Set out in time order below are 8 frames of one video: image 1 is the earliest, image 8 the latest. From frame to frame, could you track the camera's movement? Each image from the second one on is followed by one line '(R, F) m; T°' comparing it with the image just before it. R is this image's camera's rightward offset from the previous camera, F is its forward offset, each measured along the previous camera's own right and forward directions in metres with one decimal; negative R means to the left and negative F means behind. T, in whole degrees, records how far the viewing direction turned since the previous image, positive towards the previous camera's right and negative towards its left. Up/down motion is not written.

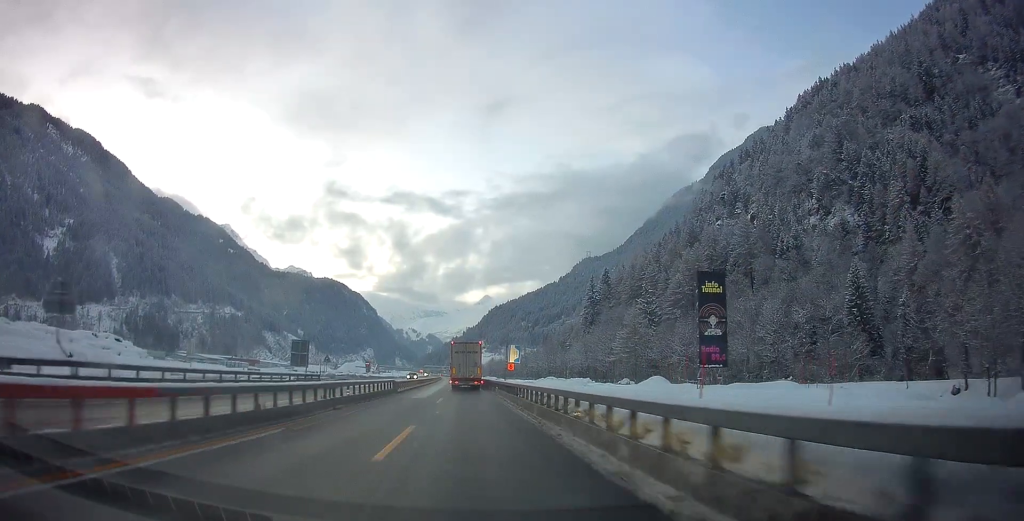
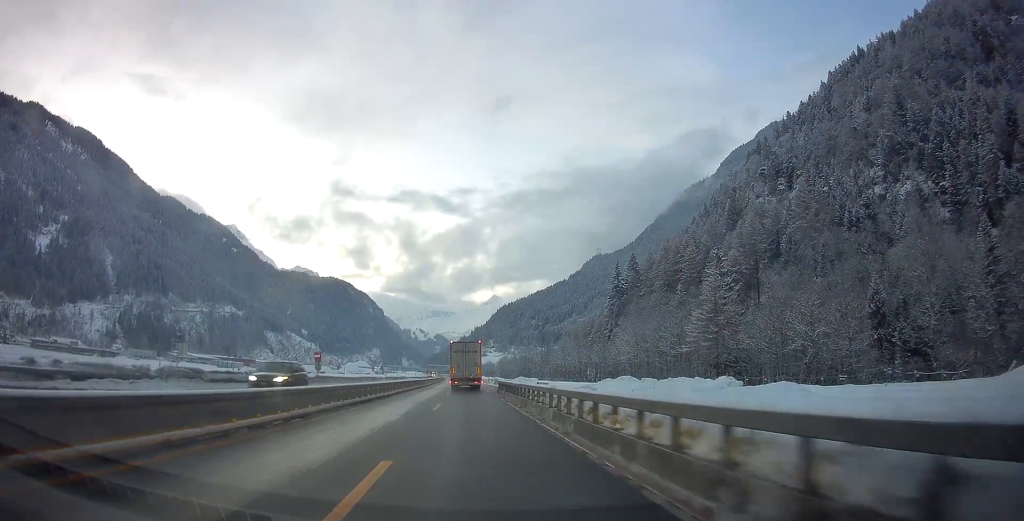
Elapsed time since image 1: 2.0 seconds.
(-0.1, +43.4) m; 0°
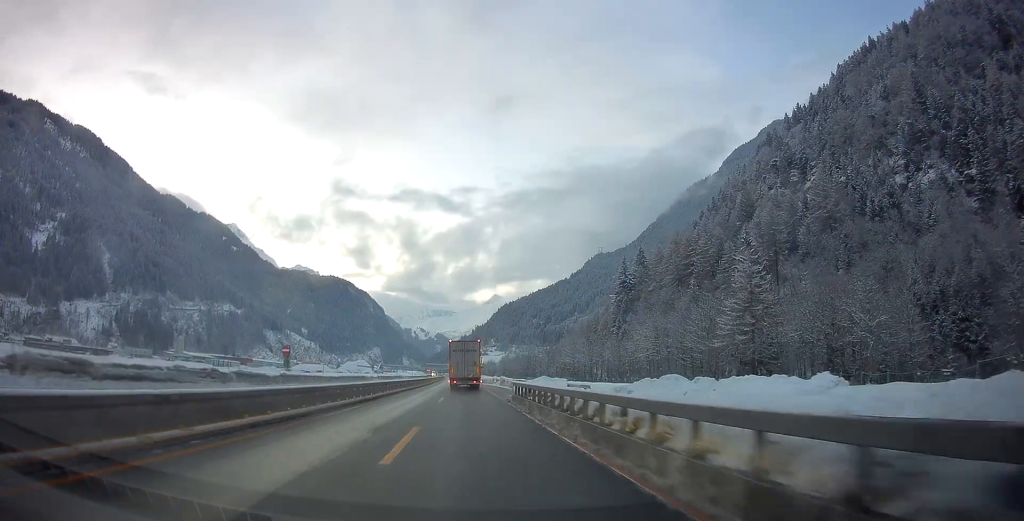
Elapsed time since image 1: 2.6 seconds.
(0.0, +13.1) m; -1°
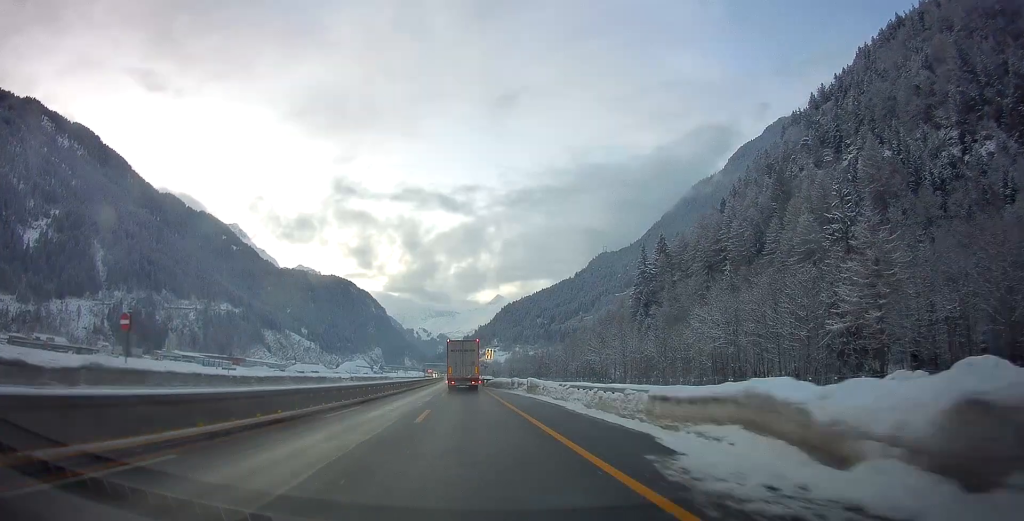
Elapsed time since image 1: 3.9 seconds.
(-0.5, +29.4) m; -1°
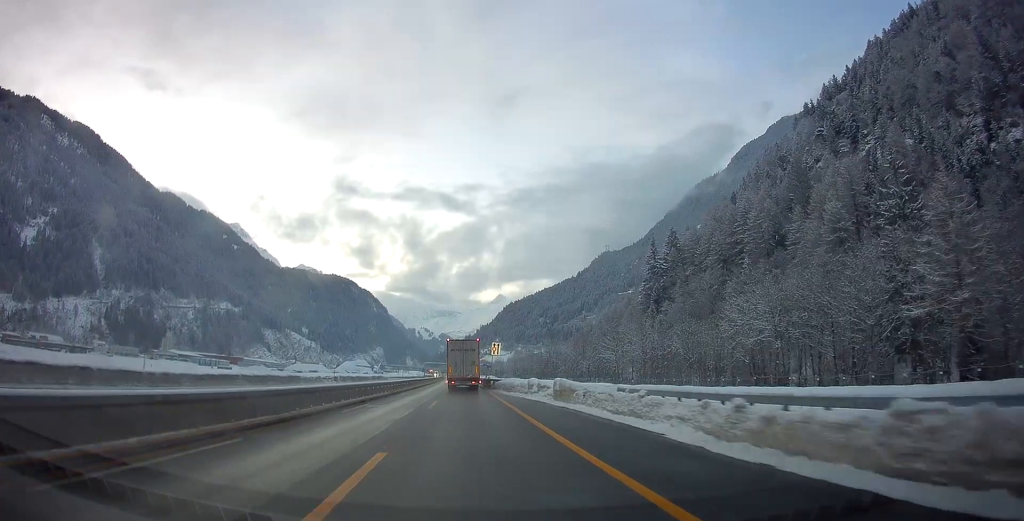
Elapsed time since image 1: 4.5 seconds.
(+0.2, +11.9) m; 0°
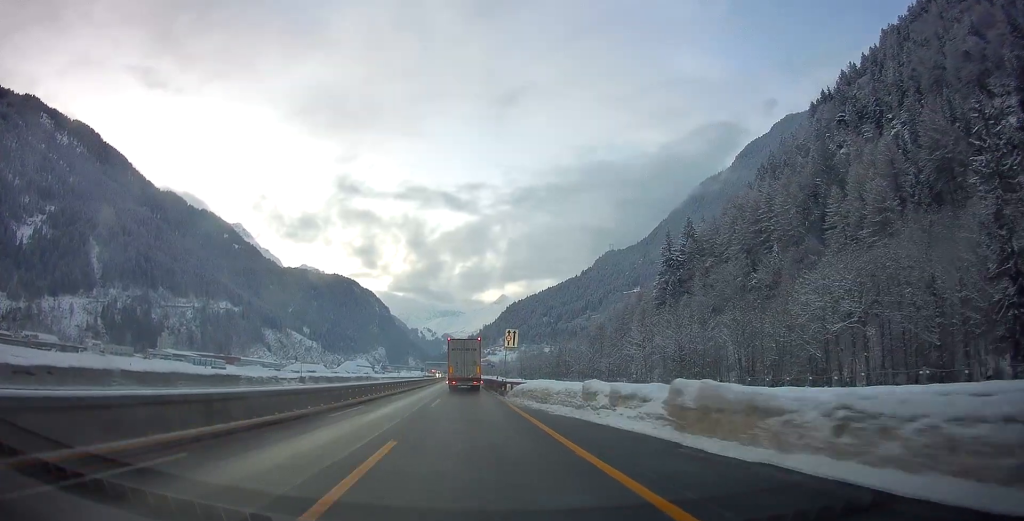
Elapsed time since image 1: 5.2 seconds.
(+0.1, +17.1) m; 0°
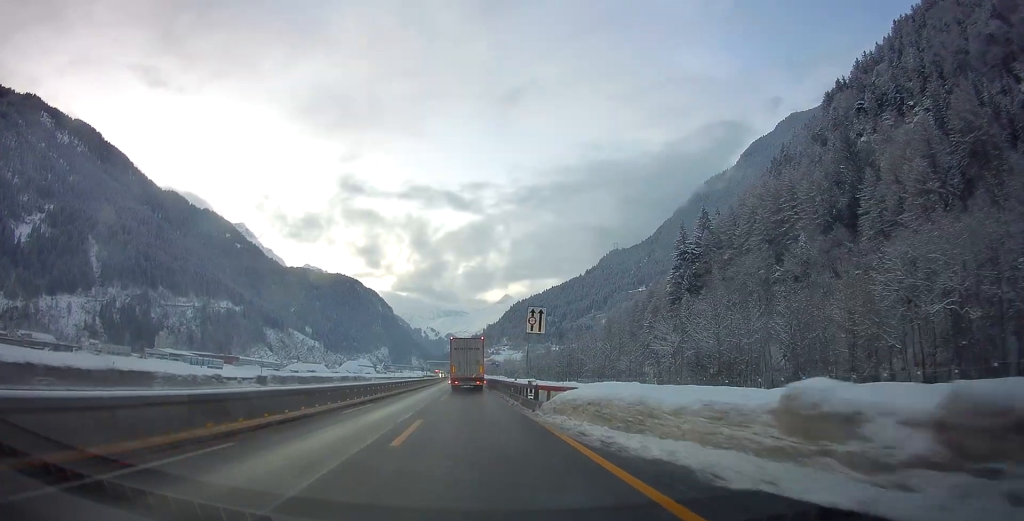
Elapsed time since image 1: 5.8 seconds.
(-0.3, +13.4) m; 0°
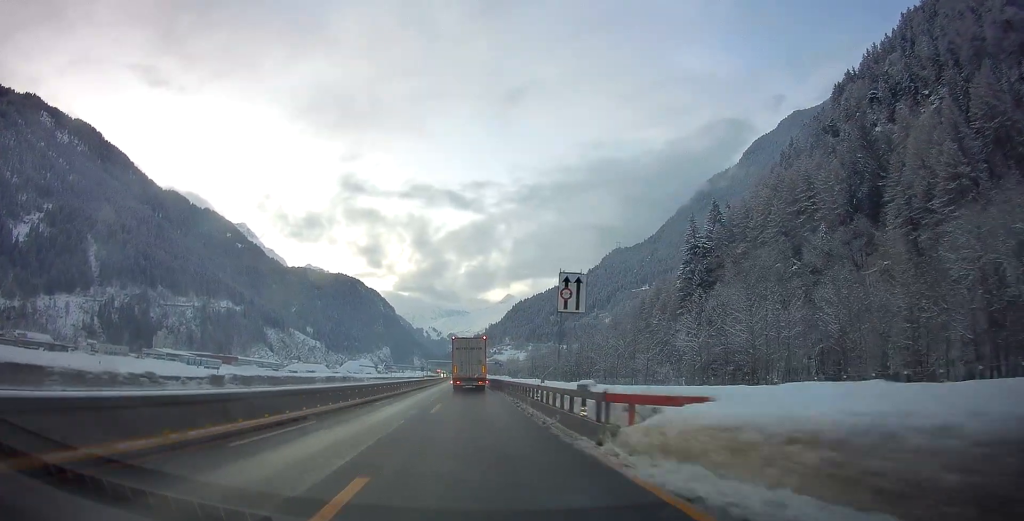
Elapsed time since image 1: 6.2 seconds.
(0.0, +8.9) m; 0°
